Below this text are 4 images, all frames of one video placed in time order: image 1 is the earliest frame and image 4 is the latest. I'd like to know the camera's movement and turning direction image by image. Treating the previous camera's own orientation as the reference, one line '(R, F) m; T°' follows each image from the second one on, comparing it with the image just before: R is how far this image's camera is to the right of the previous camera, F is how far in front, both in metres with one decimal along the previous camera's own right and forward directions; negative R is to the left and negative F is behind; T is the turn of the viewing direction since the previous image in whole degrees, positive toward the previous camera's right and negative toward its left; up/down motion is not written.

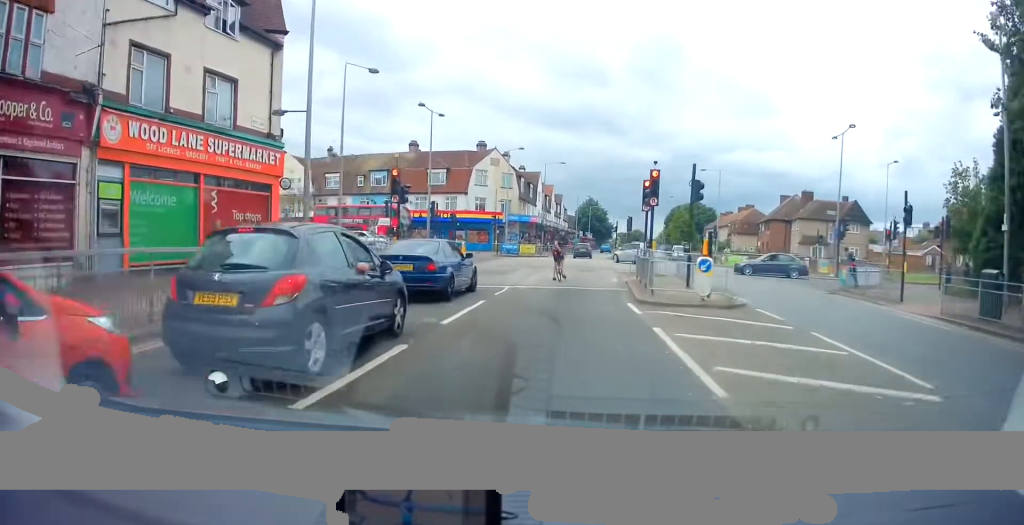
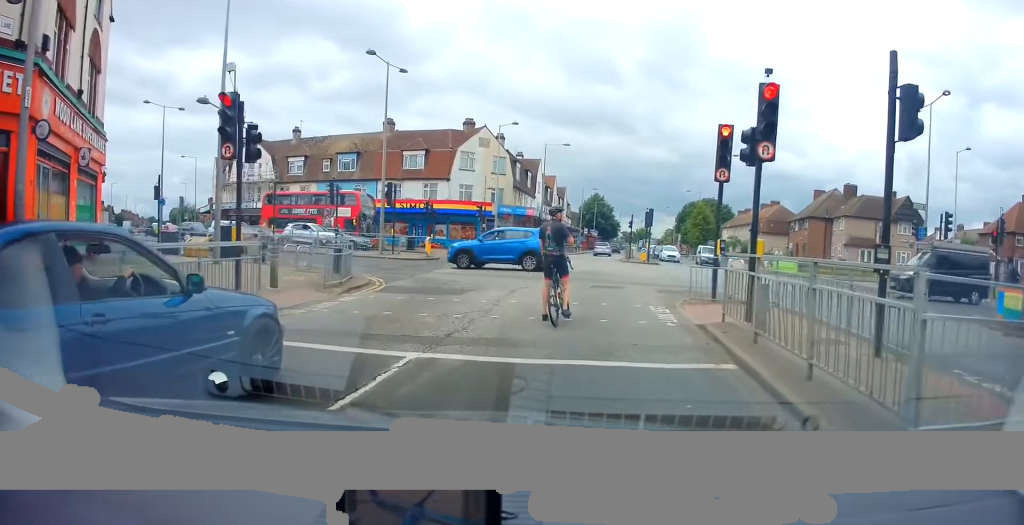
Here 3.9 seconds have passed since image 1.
(-0.3, +10.3) m; -1°
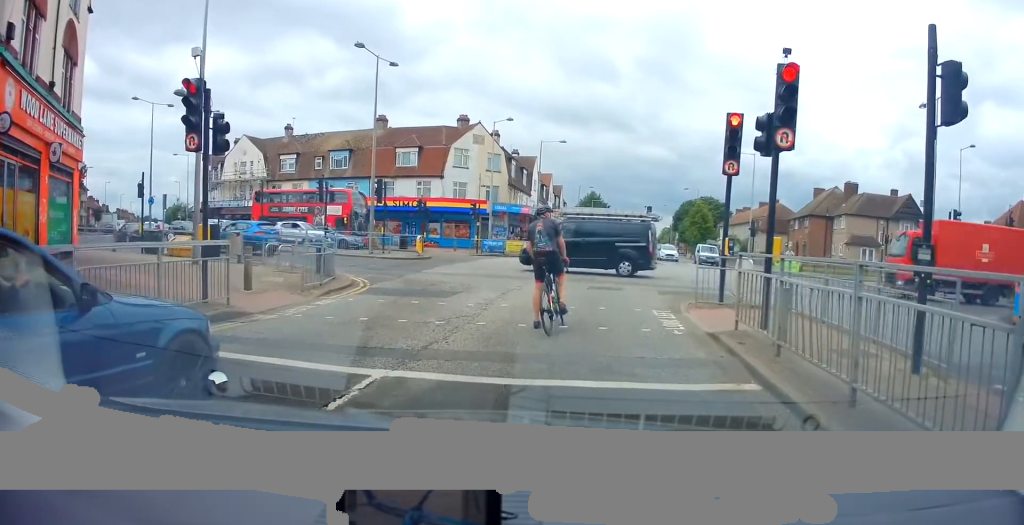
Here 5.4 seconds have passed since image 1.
(+0.2, +0.7) m; 0°
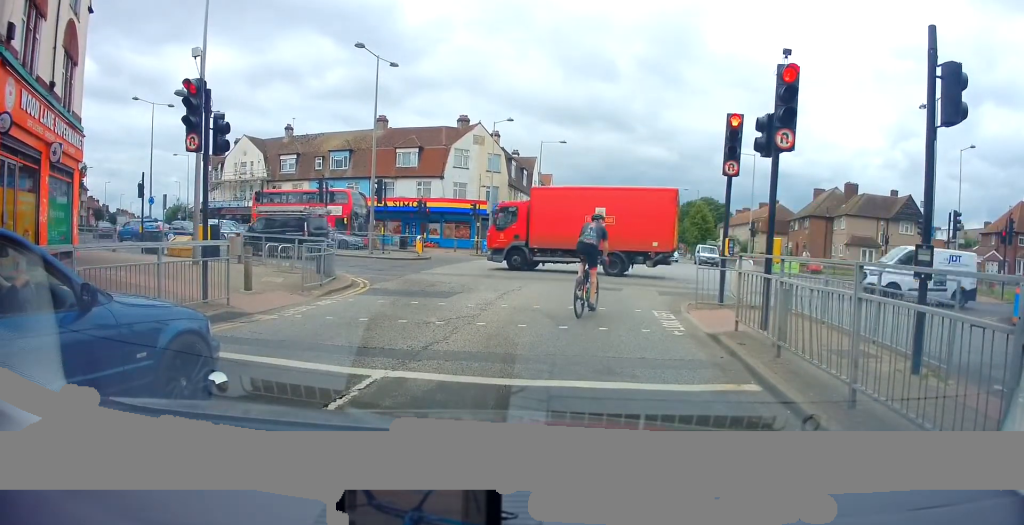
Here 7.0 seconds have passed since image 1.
(0.0, 0.0) m; 0°
